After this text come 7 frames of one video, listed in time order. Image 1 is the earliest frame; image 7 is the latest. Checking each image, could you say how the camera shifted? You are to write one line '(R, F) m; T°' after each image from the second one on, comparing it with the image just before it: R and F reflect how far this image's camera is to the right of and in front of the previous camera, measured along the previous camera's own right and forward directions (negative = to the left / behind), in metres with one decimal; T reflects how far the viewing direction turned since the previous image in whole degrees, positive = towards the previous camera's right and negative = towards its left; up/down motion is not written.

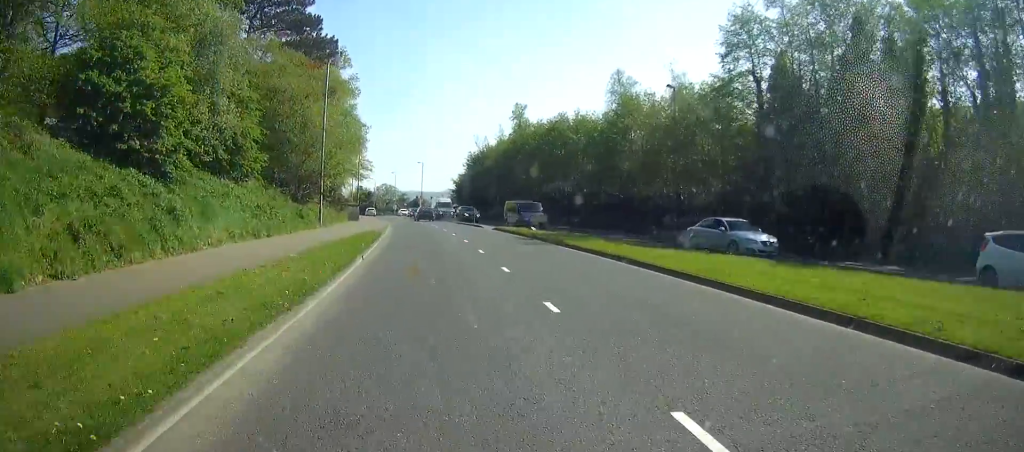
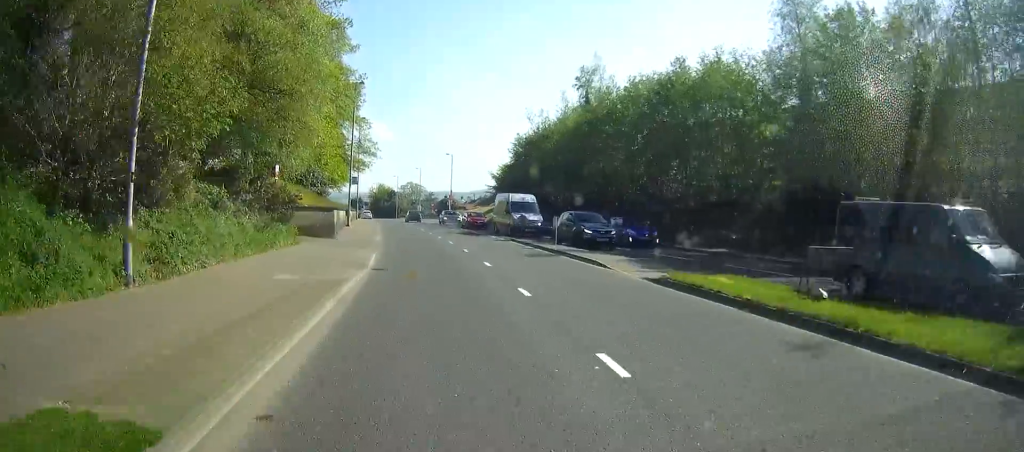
(-0.7, +28.0) m; -3°
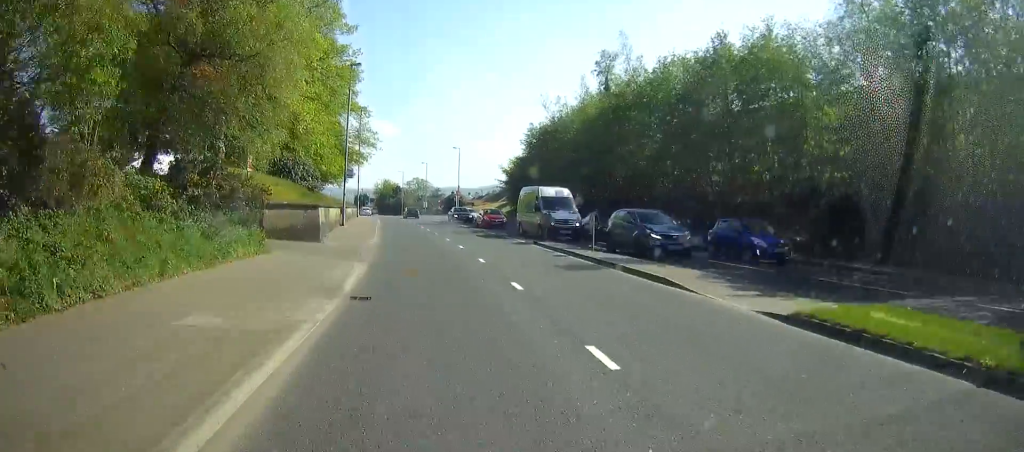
(0.0, +5.7) m; -1°
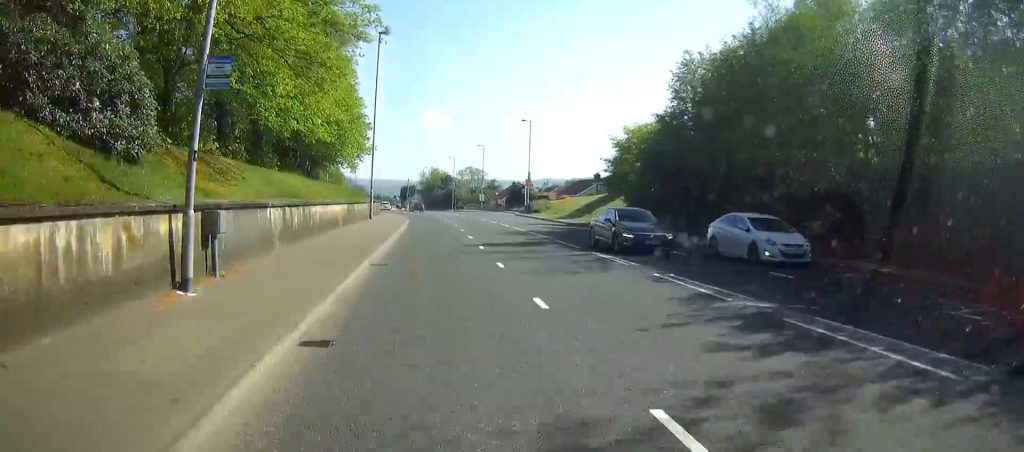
(-0.7, +32.4) m; -2°
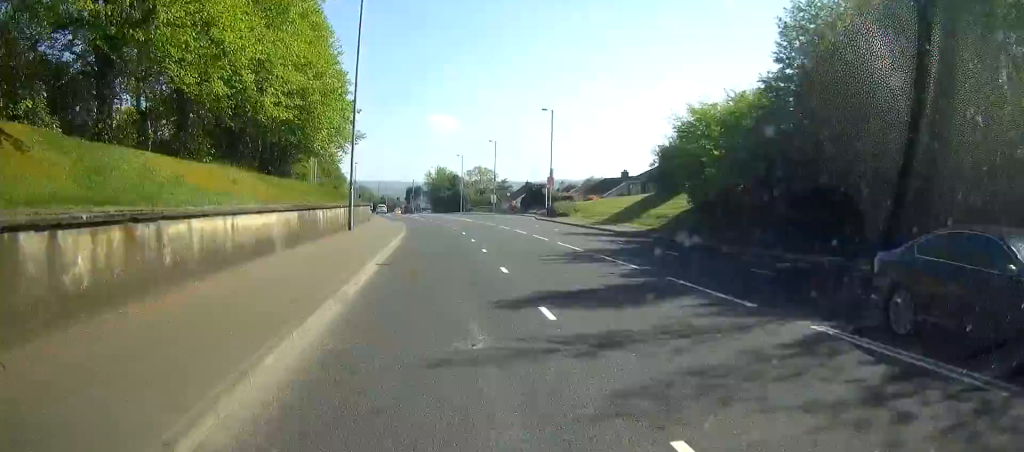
(0.0, +12.8) m; 0°
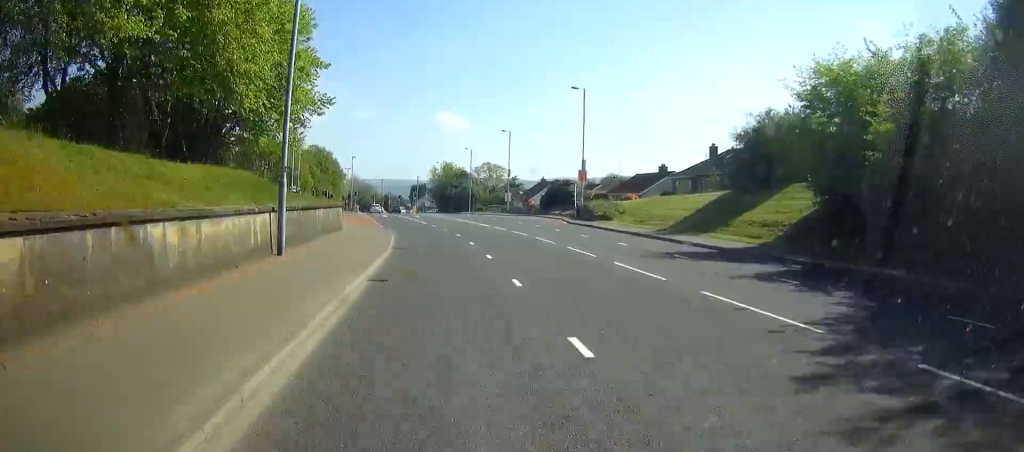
(0.0, +14.5) m; -1°
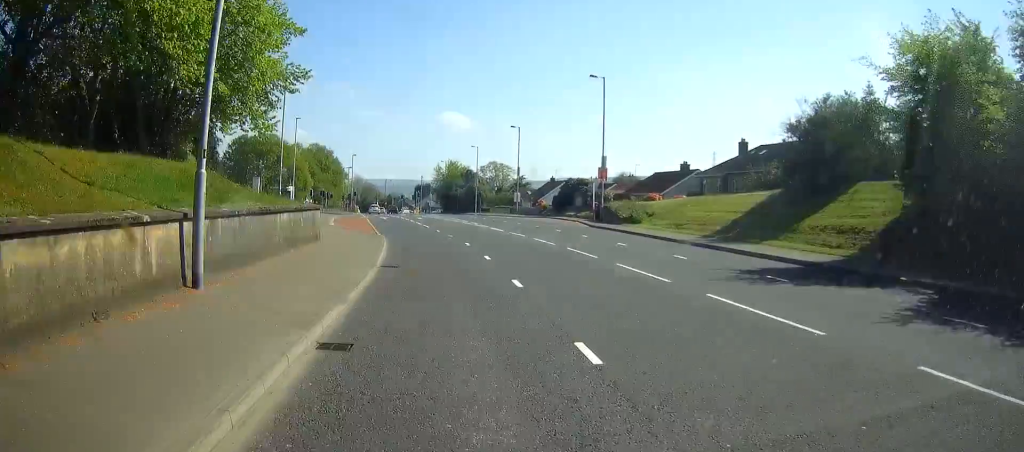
(0.0, +6.1) m; -1°
